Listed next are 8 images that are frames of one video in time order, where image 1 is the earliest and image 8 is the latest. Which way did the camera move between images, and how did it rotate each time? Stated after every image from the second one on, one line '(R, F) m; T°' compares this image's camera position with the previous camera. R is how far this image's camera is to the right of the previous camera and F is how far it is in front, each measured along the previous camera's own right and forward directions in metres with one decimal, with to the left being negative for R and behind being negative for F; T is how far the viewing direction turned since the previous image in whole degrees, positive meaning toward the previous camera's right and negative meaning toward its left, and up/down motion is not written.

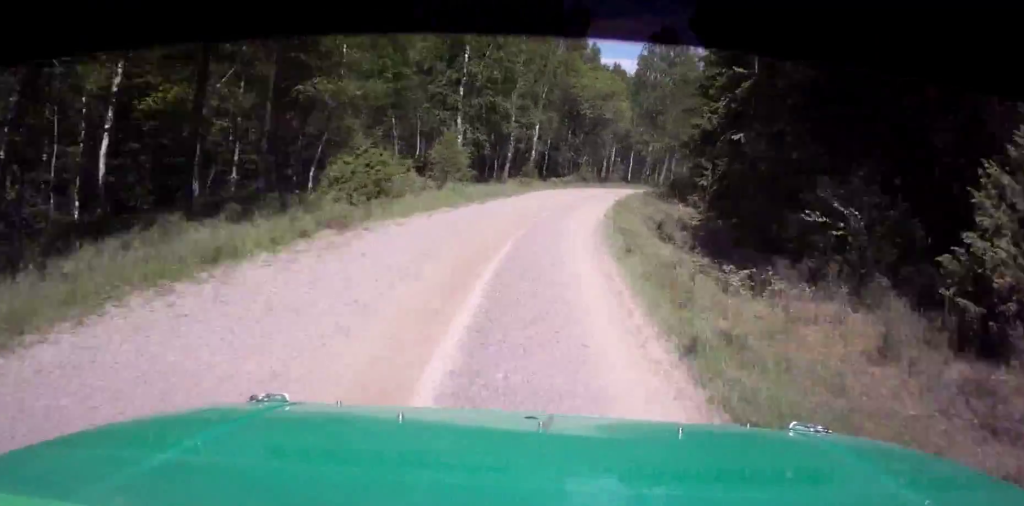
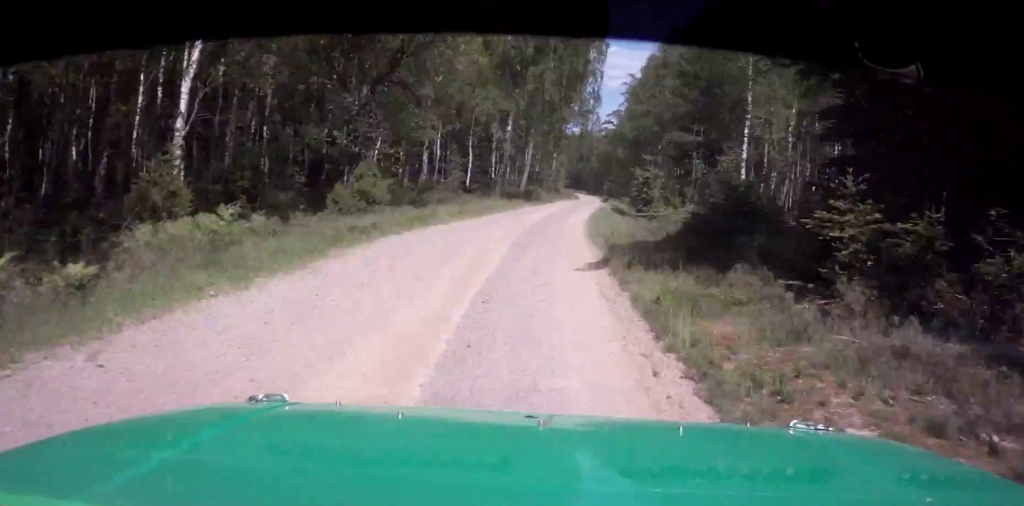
(+3.0, +46.5) m; +10°
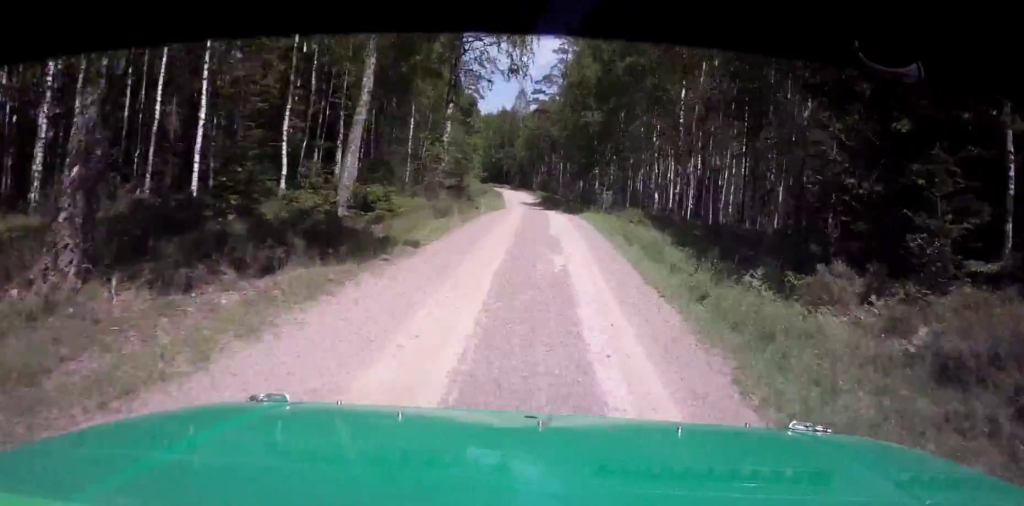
(+3.9, +43.7) m; +7°
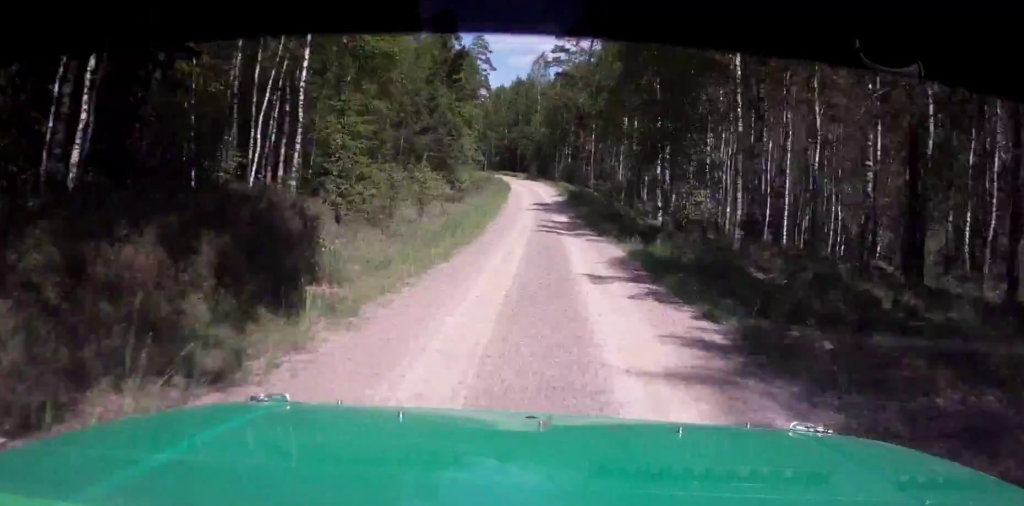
(+0.4, +28.6) m; 0°
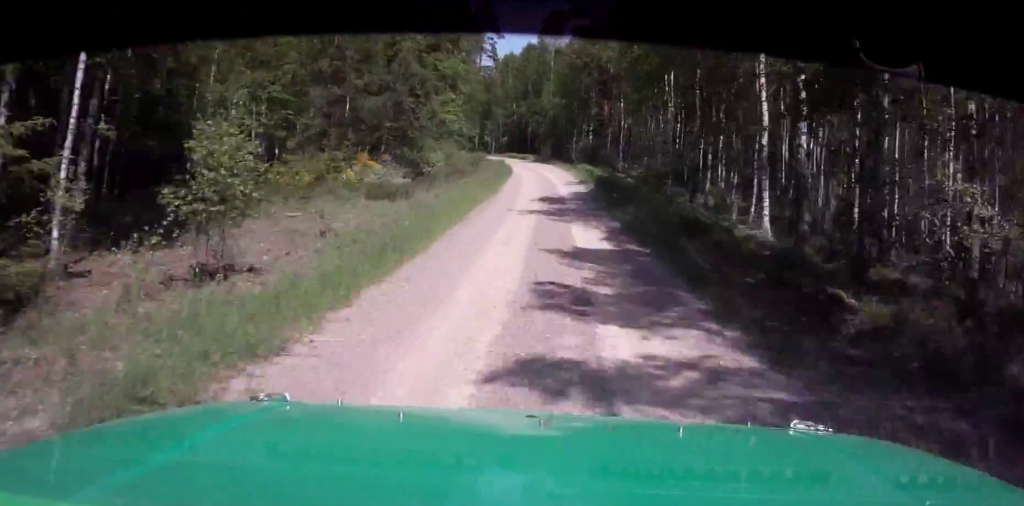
(-0.1, +18.8) m; -1°
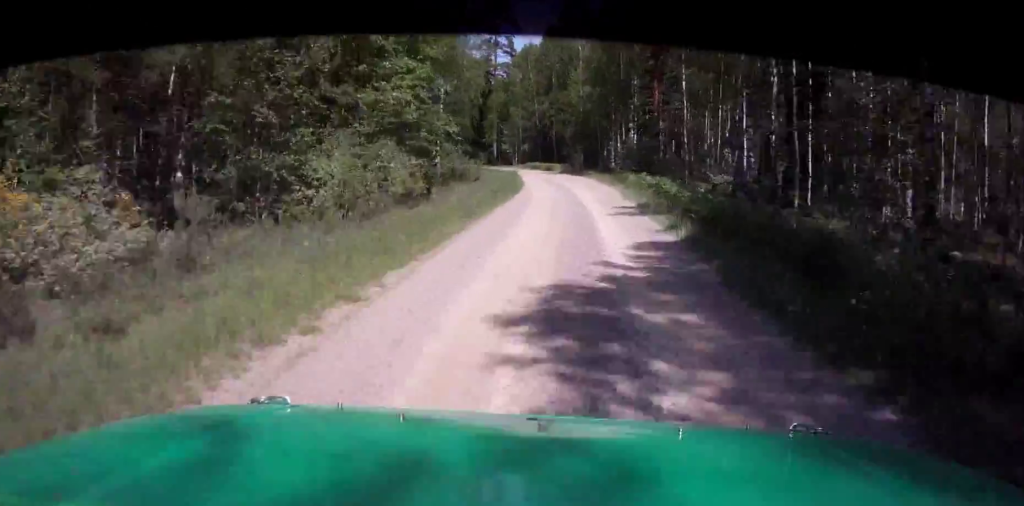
(+0.1, +19.9) m; -1°
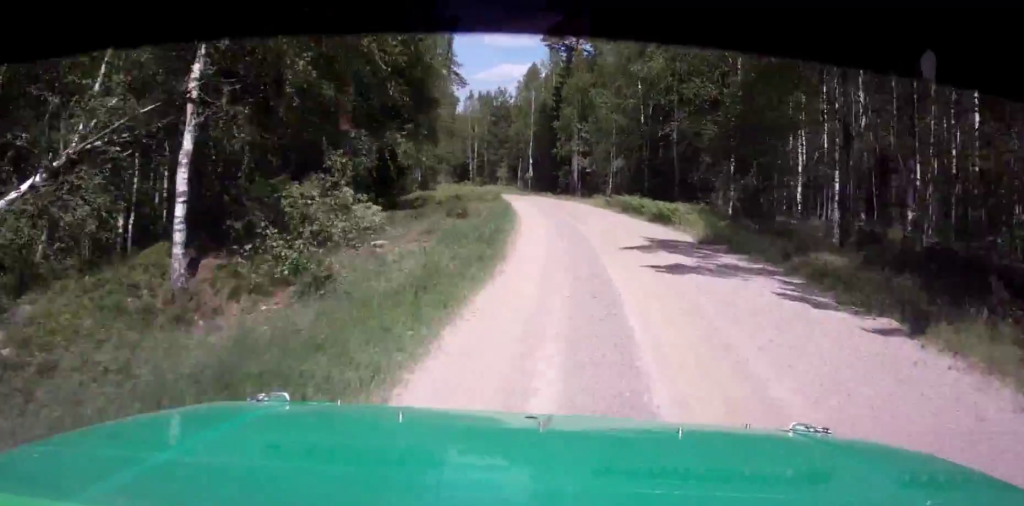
(-2.3, +44.8) m; -7°
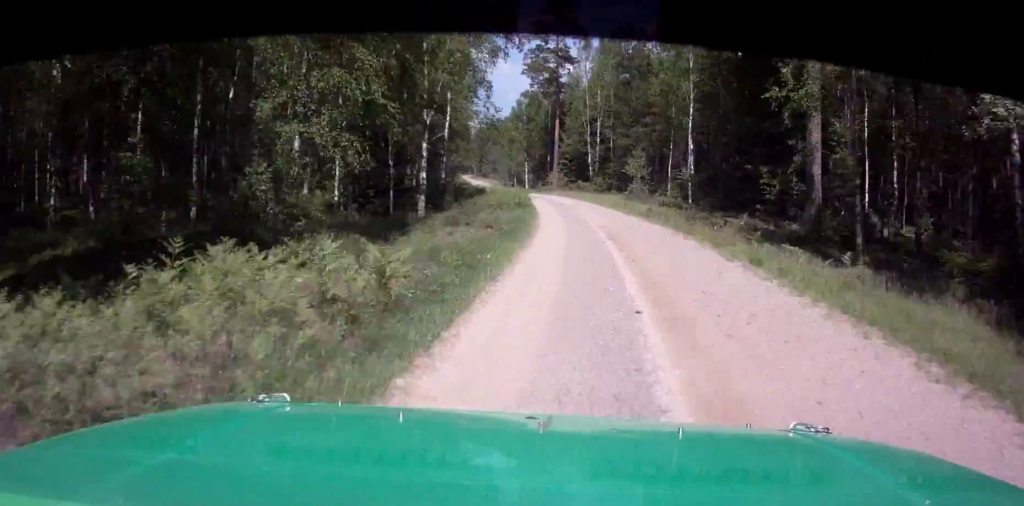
(-4.9, +45.3) m; -14°
